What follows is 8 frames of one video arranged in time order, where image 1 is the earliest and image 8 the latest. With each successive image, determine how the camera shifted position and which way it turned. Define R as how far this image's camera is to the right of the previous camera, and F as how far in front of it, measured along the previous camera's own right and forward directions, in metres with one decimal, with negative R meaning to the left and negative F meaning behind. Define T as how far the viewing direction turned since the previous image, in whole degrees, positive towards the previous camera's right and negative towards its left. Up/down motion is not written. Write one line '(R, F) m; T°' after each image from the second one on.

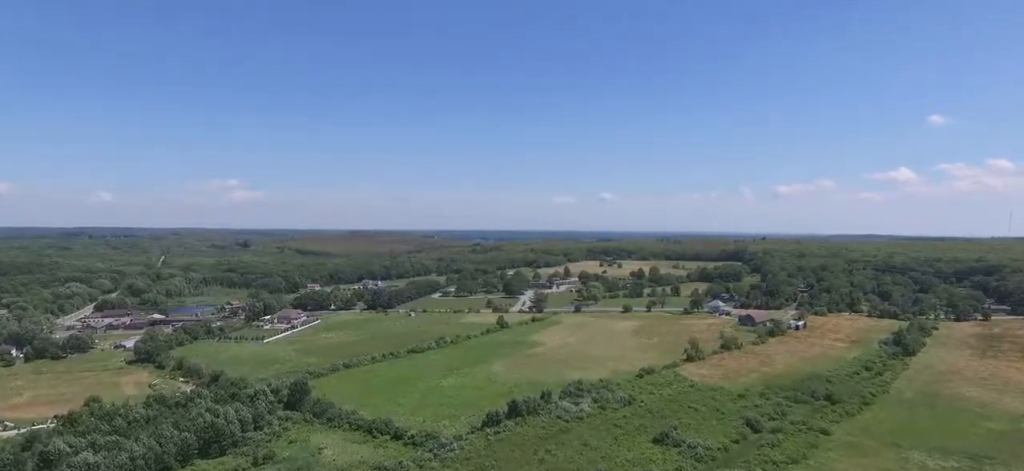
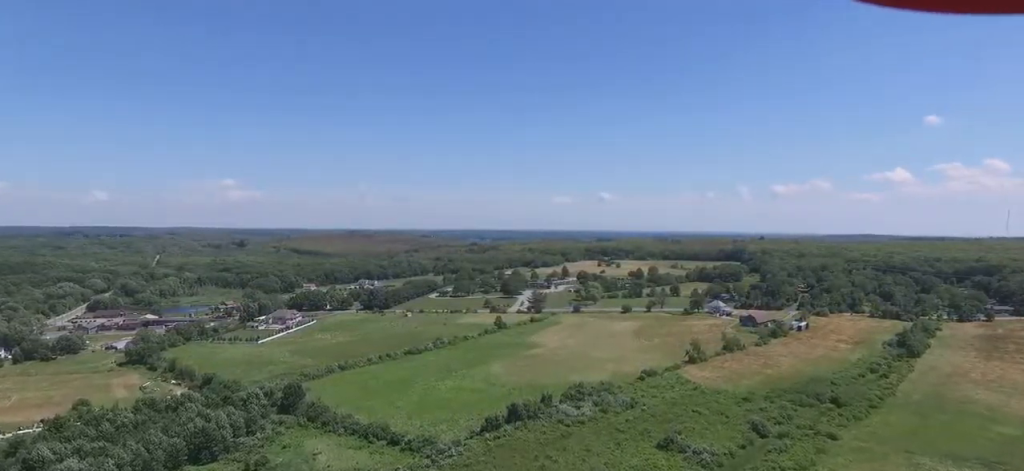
(0.0, +5.8) m; 0°
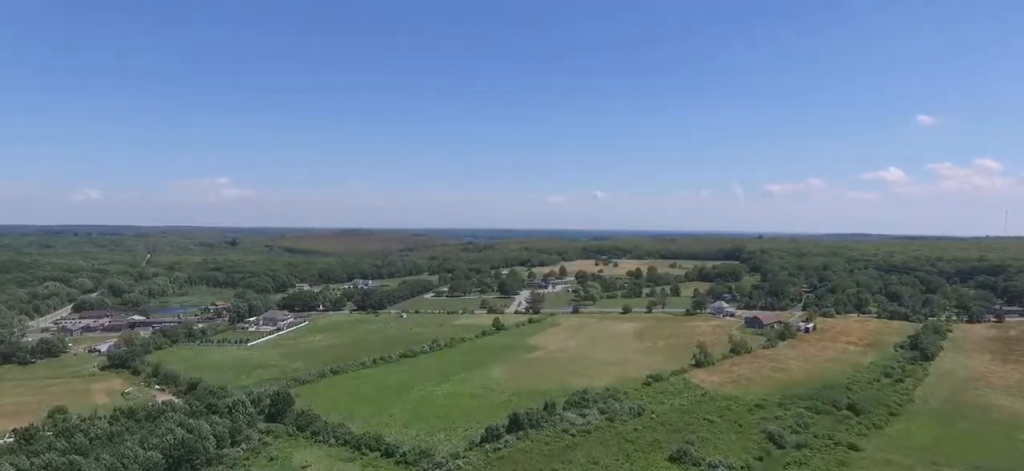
(0.0, +12.7) m; 0°
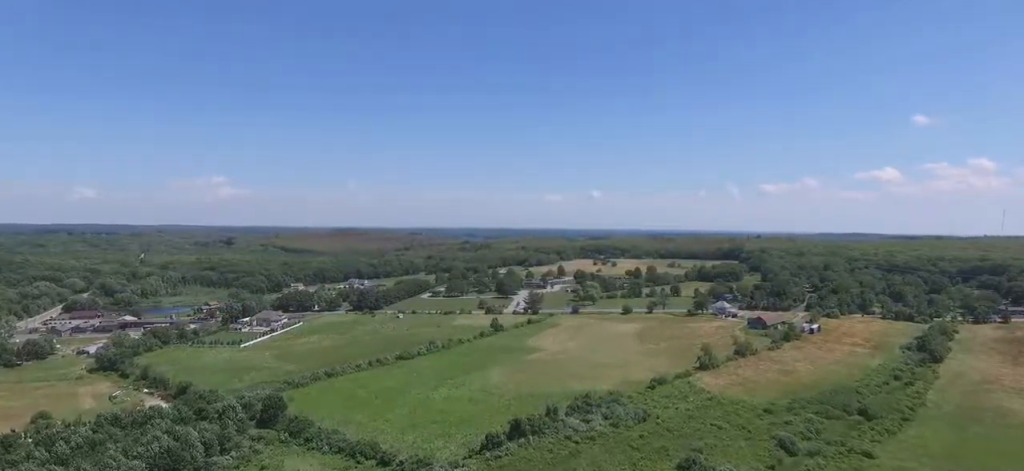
(0.0, +8.4) m; 0°
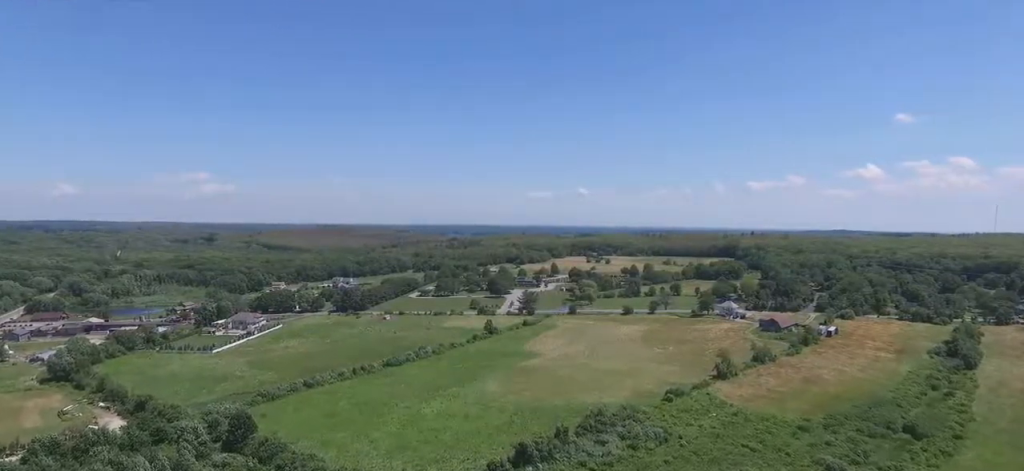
(0.0, +29.5) m; -1°
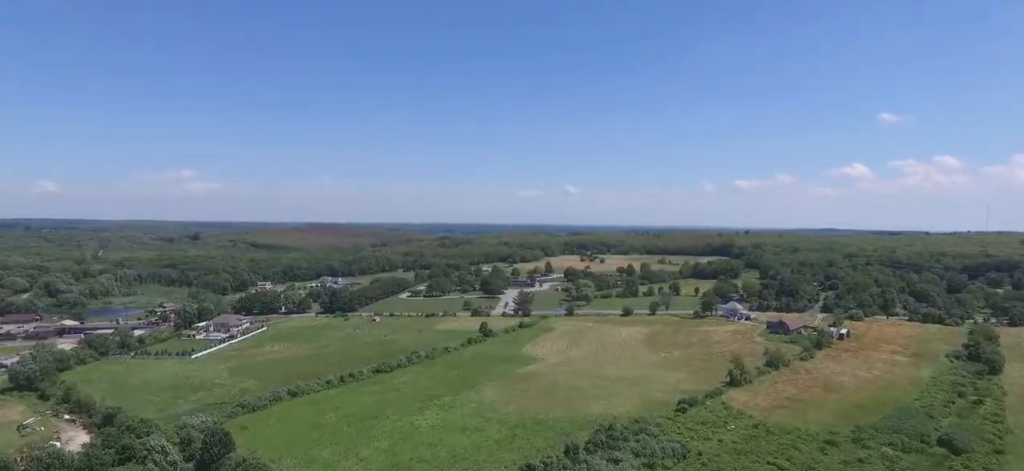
(-0.1, +19.2) m; 0°
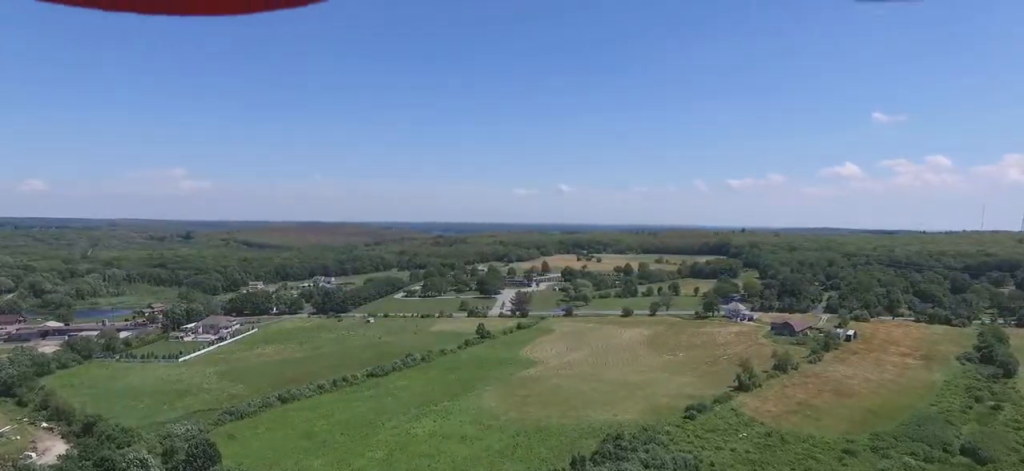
(0.0, +10.3) m; 0°
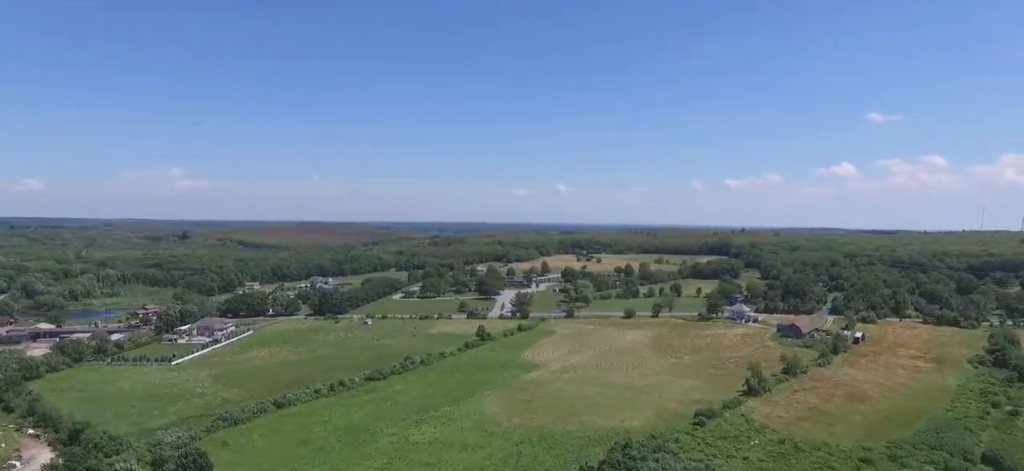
(0.0, +7.5) m; 0°
